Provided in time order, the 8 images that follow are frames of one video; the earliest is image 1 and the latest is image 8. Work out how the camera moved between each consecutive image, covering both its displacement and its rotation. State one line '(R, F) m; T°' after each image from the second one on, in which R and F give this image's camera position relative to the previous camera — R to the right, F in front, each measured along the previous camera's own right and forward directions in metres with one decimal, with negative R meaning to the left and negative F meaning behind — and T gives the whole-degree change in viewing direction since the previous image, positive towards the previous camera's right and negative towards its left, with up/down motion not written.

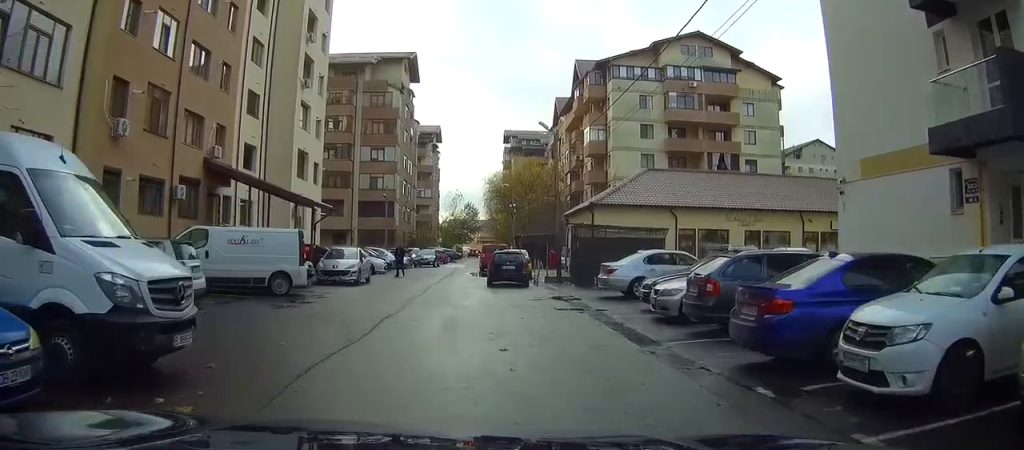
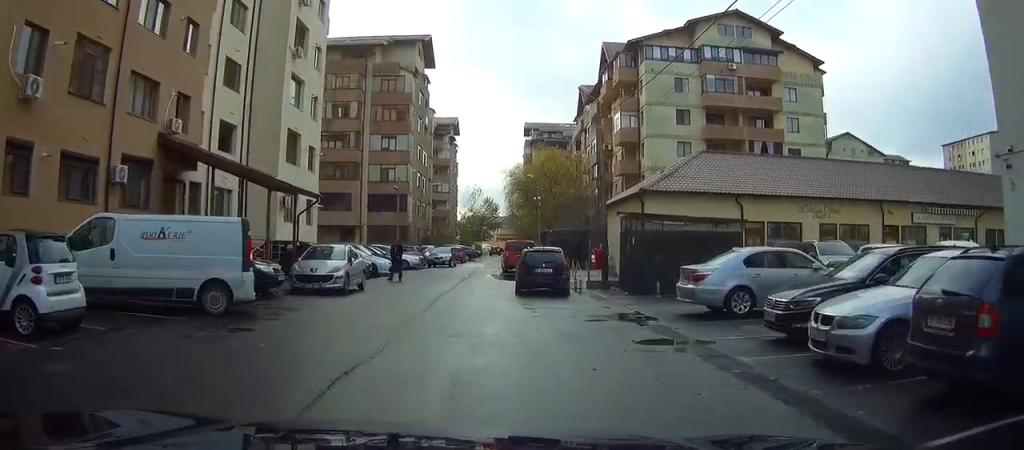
(-0.3, +6.7) m; -4°
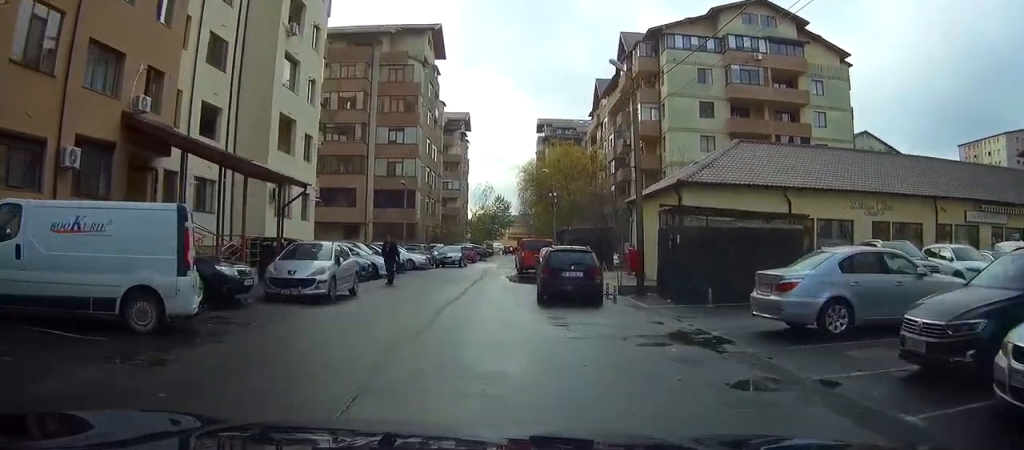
(0.0, +3.7) m; -2°
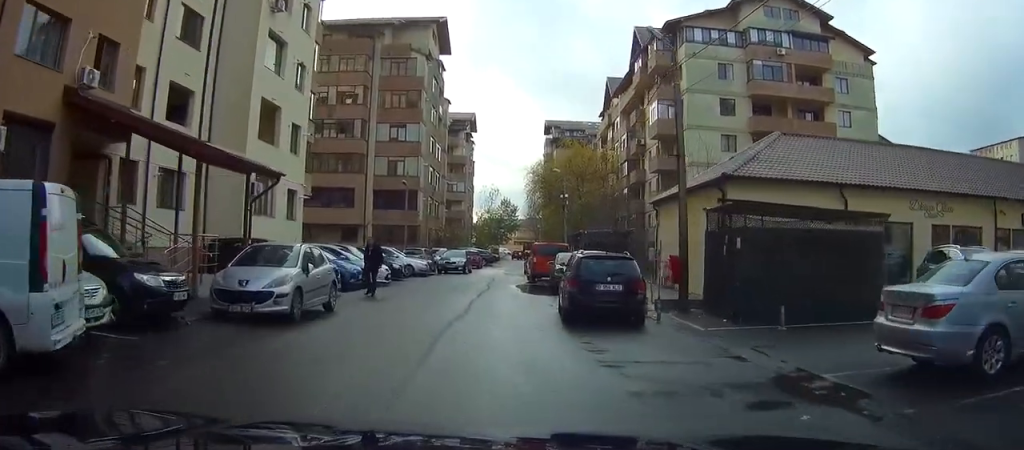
(-0.1, +4.0) m; +1°
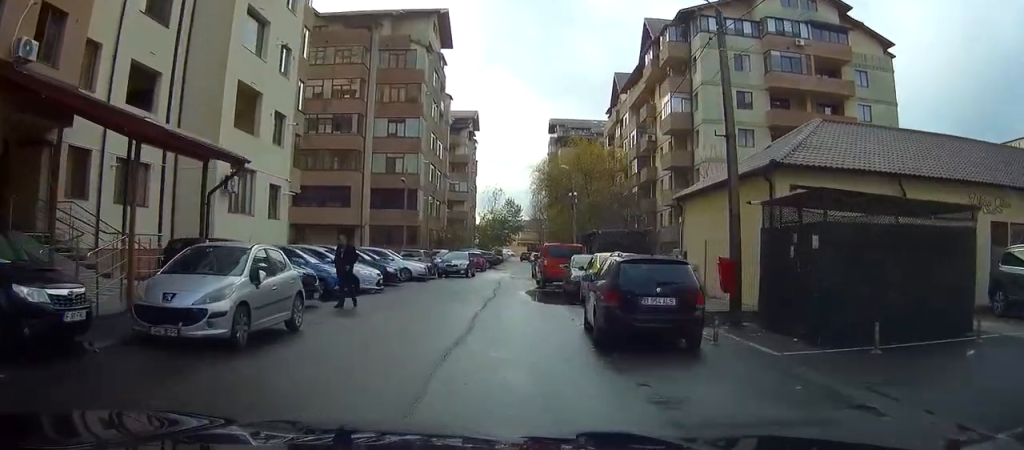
(-0.2, +3.4) m; +1°
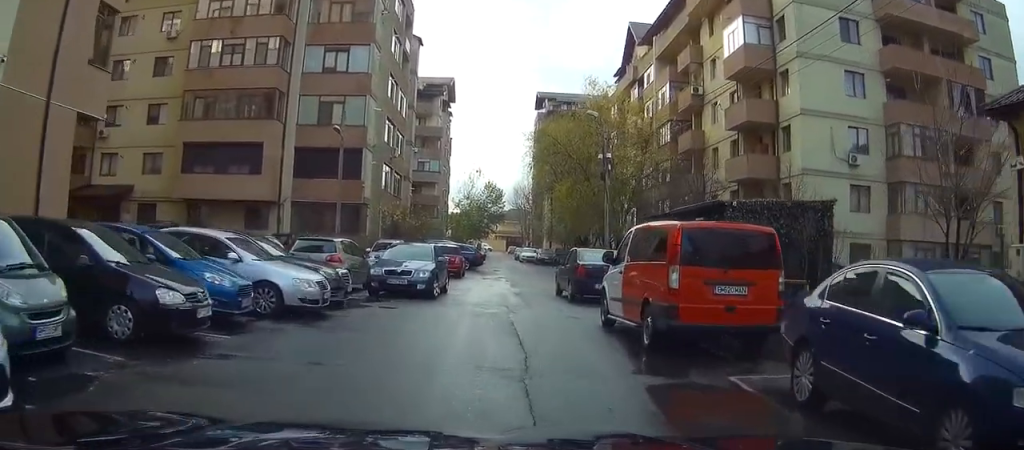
(+1.0, +20.8) m; +2°
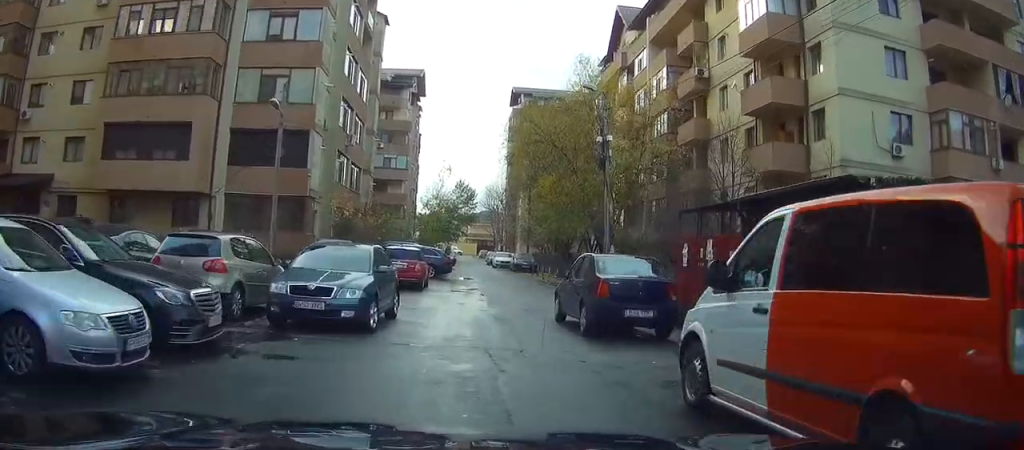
(+0.1, +7.3) m; +4°
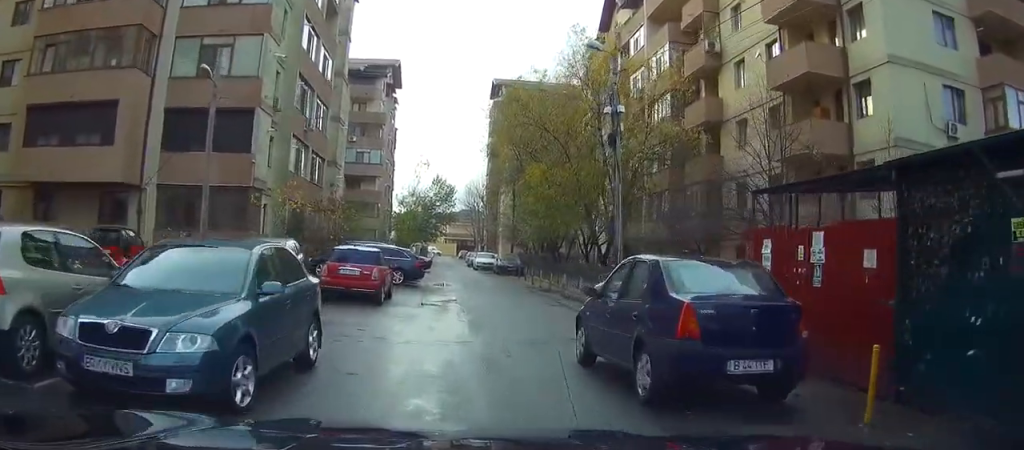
(+0.3, +6.4) m; +5°
